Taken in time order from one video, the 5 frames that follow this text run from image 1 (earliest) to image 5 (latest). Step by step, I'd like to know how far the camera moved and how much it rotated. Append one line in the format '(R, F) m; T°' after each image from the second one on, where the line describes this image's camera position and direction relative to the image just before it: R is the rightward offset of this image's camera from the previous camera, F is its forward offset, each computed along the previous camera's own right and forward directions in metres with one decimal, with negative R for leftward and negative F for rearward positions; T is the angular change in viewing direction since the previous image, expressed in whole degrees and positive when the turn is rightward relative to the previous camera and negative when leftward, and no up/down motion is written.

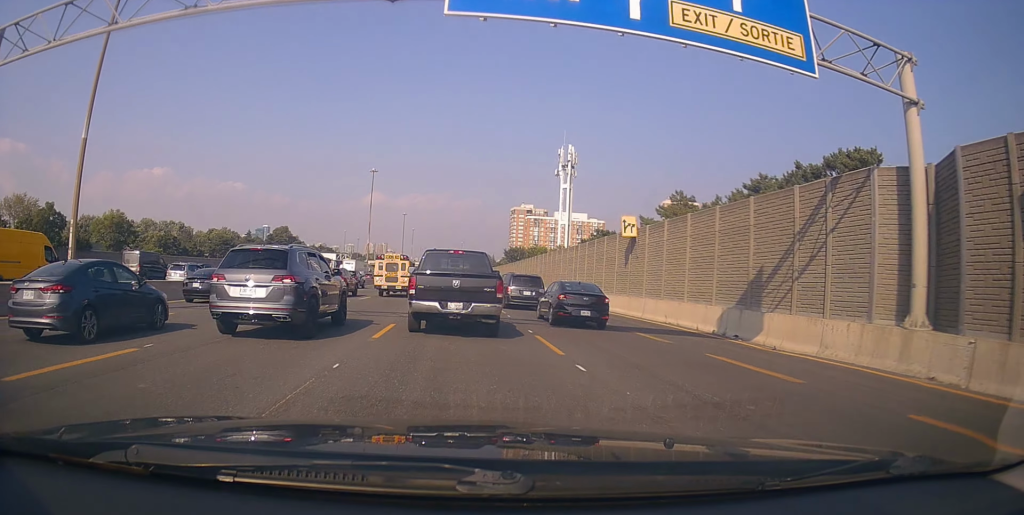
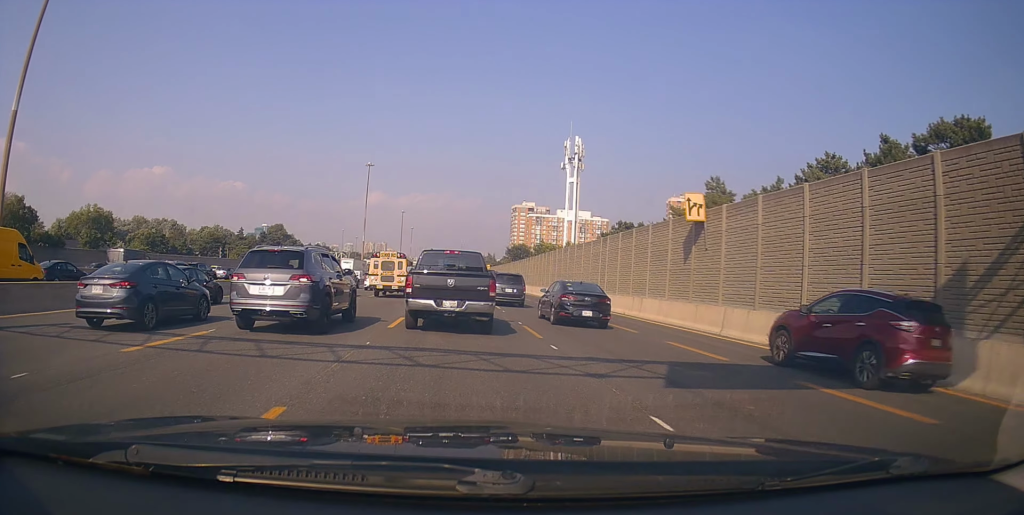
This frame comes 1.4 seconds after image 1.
(+0.5, +9.6) m; +4°
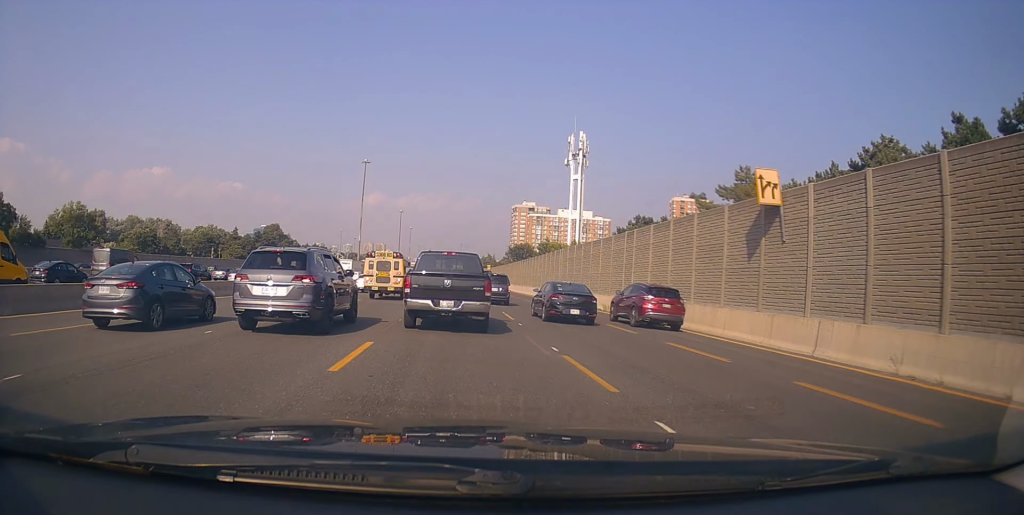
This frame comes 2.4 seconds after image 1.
(0.0, +6.2) m; -1°
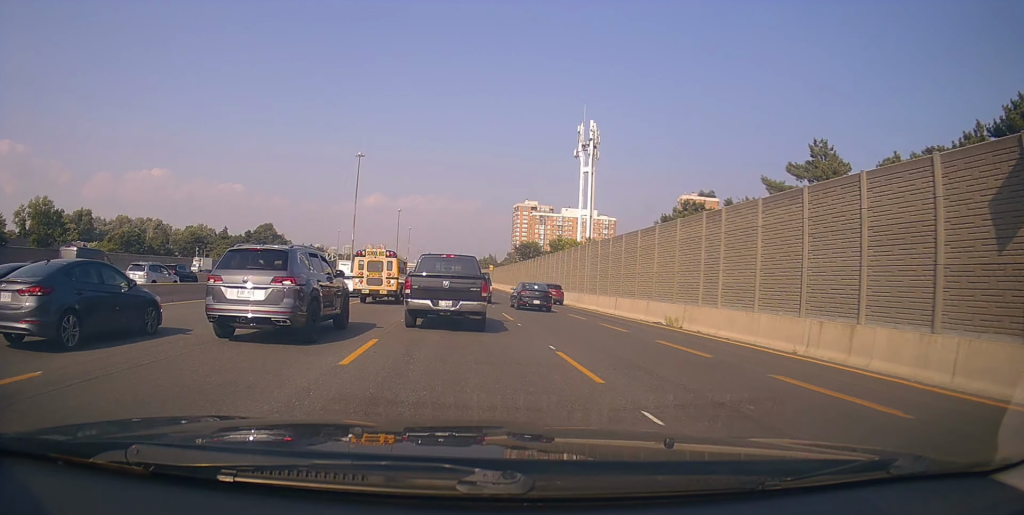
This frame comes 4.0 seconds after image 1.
(-0.5, +11.3) m; -2°
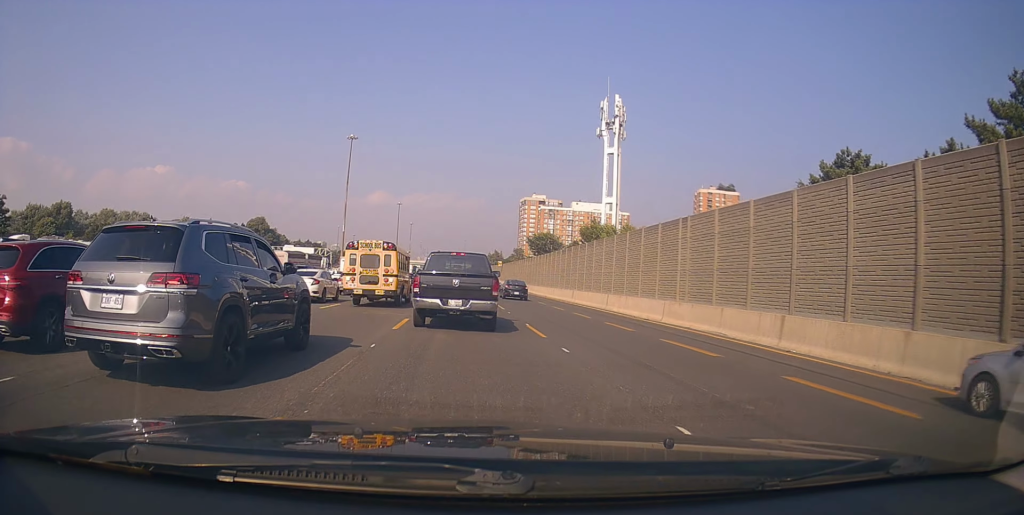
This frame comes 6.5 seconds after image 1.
(+0.7, +18.5) m; 0°
